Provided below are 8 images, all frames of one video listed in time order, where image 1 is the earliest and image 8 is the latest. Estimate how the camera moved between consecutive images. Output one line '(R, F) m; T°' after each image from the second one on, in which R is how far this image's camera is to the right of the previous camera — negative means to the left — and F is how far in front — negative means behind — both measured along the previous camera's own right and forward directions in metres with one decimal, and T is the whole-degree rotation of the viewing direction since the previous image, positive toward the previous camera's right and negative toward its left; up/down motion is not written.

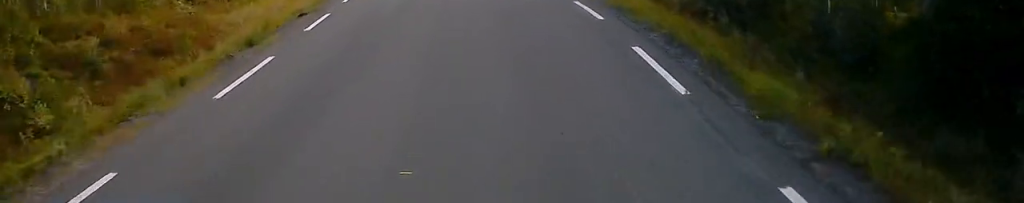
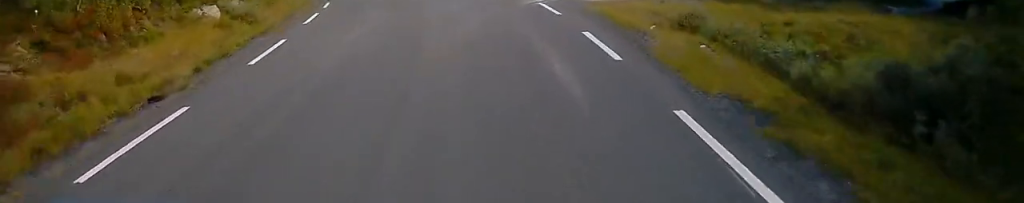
(0.0, +9.7) m; -2°
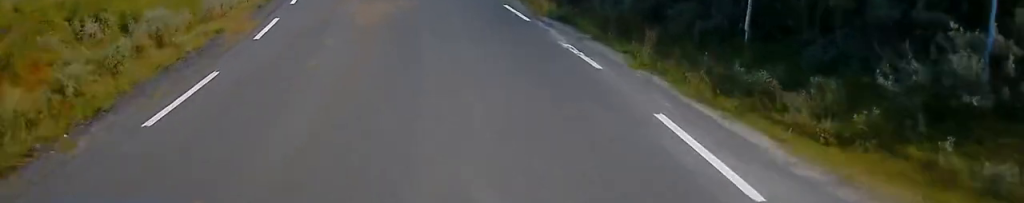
(-3.0, +29.2) m; -16°
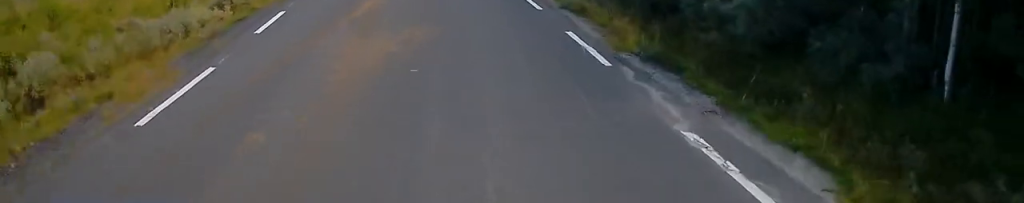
(-0.4, +6.4) m; -2°
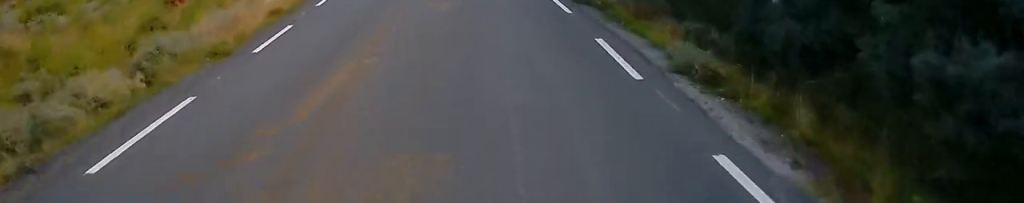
(-0.2, +7.3) m; -2°
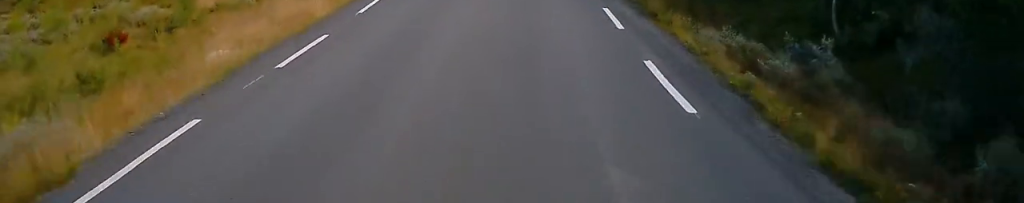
(-0.3, +13.0) m; -3°
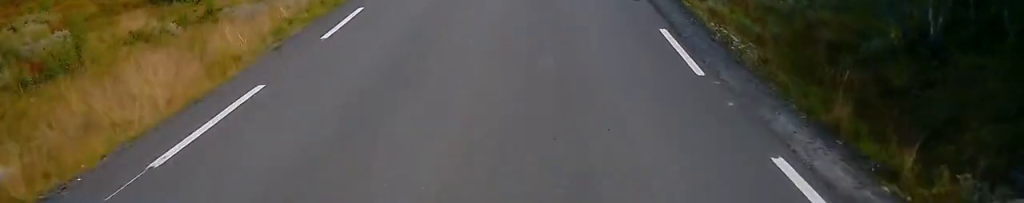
(-0.3, +10.6) m; -2°
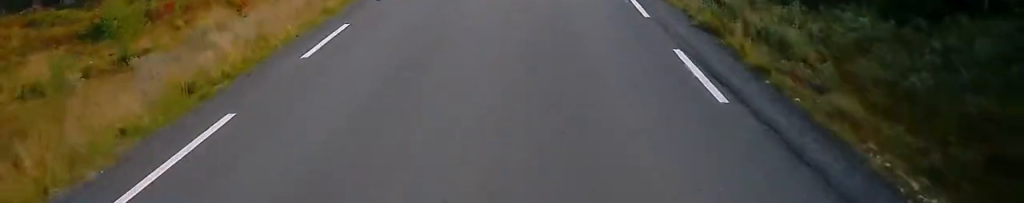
(0.0, +6.8) m; 0°
